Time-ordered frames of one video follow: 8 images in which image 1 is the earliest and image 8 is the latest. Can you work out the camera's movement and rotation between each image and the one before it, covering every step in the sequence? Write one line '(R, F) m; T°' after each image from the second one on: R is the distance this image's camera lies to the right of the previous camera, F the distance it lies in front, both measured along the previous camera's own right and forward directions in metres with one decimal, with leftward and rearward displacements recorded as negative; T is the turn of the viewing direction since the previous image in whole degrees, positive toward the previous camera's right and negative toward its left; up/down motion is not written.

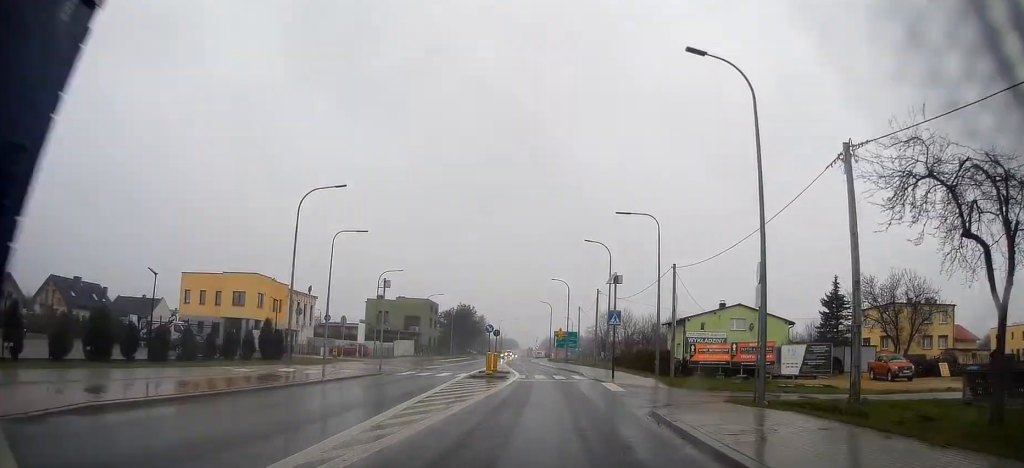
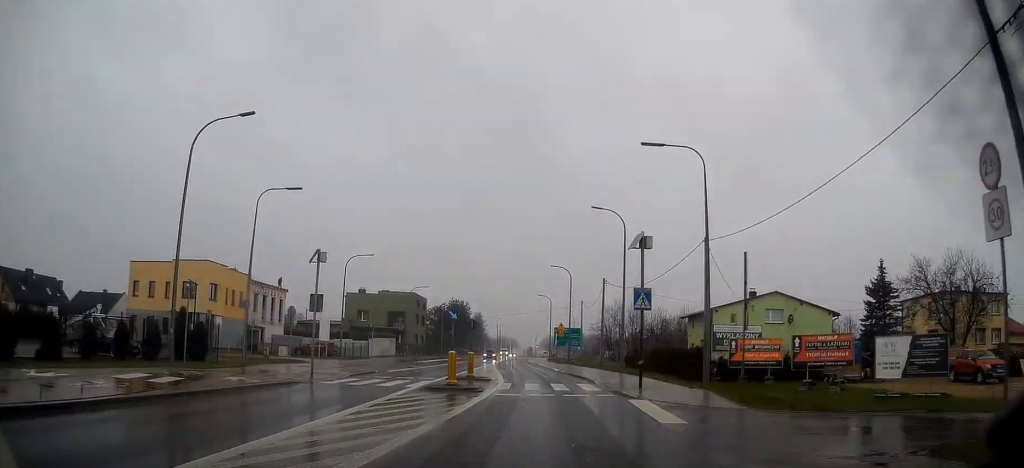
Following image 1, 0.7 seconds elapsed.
(+0.2, +10.3) m; +1°
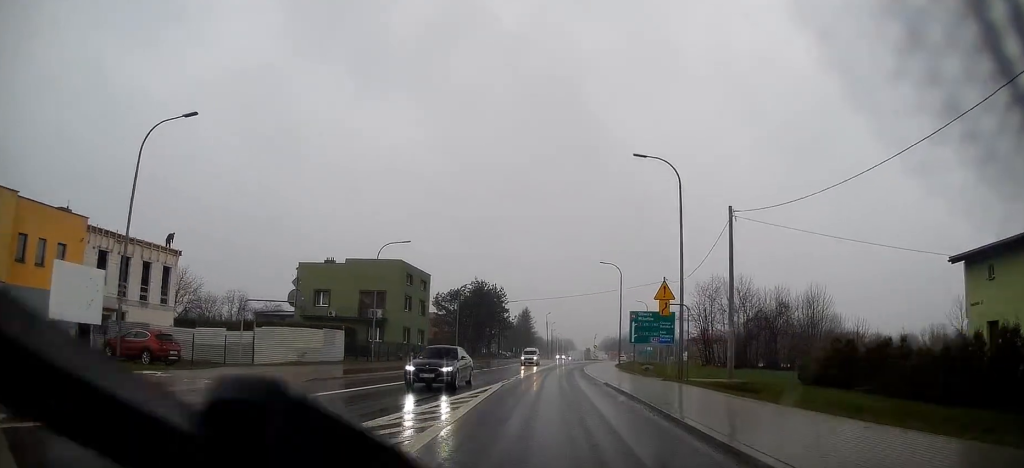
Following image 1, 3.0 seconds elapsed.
(-1.0, +35.3) m; -4°
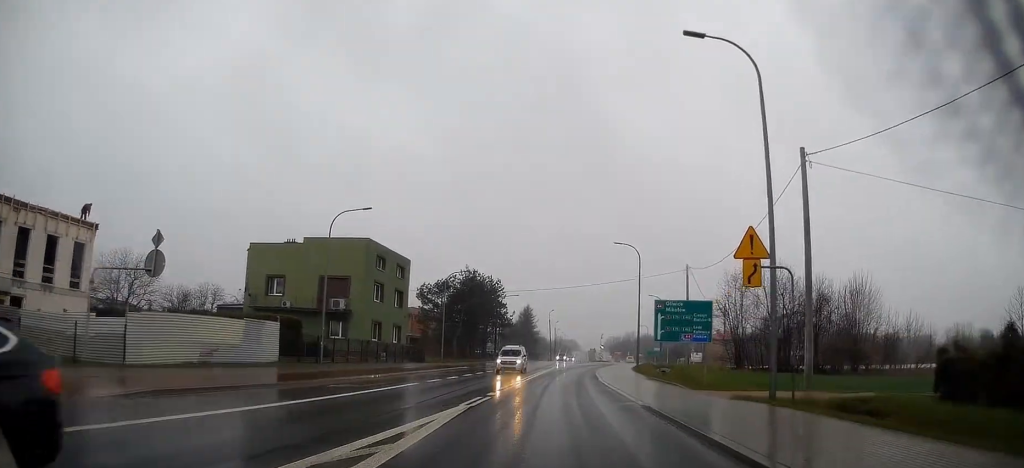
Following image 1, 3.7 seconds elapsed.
(-0.1, +10.9) m; 0°
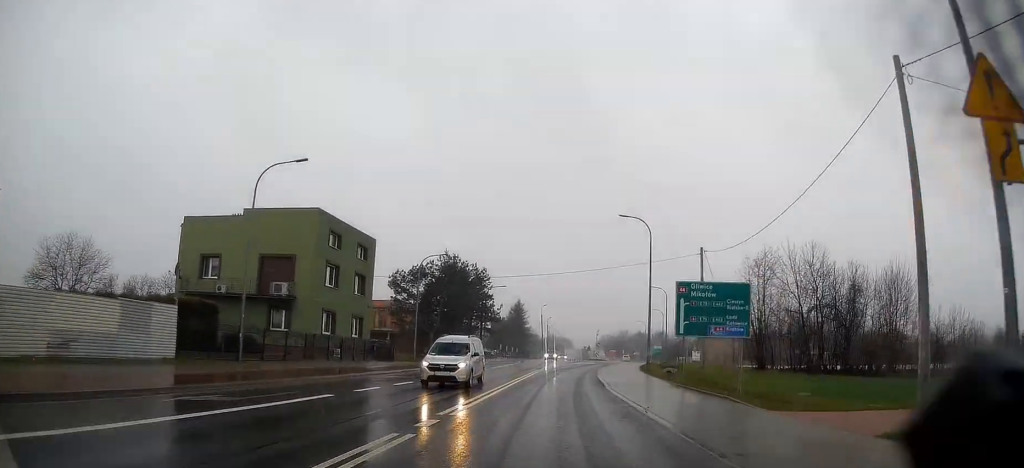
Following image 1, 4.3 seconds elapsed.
(0.0, +8.9) m; 0°
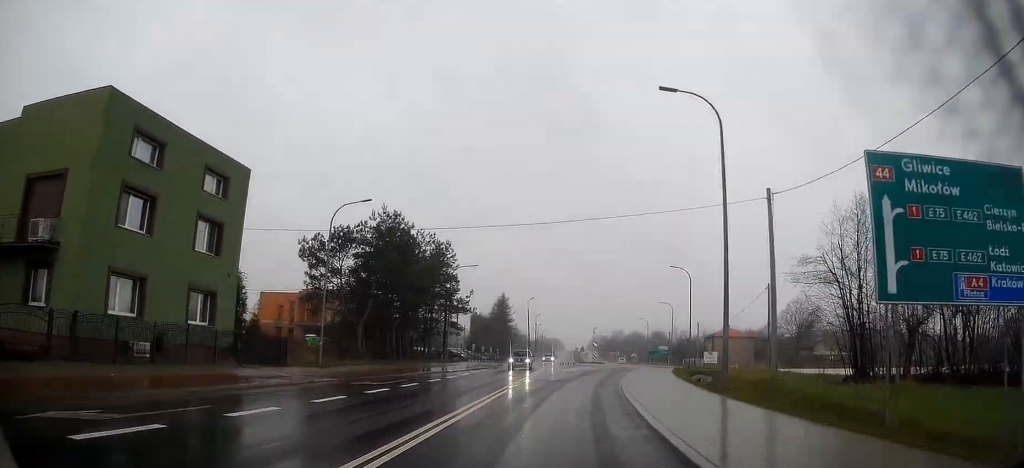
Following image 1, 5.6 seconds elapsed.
(0.0, +19.3) m; +1°
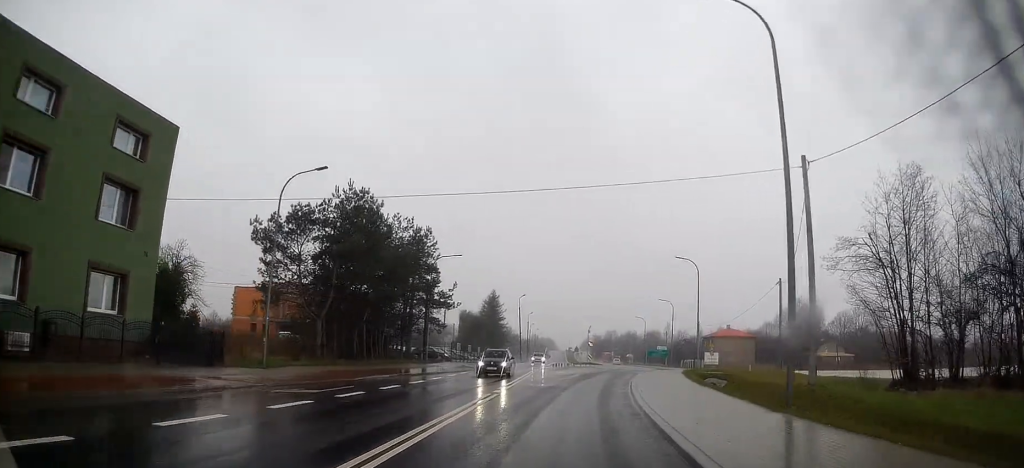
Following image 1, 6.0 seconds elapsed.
(-0.1, +6.0) m; +1°
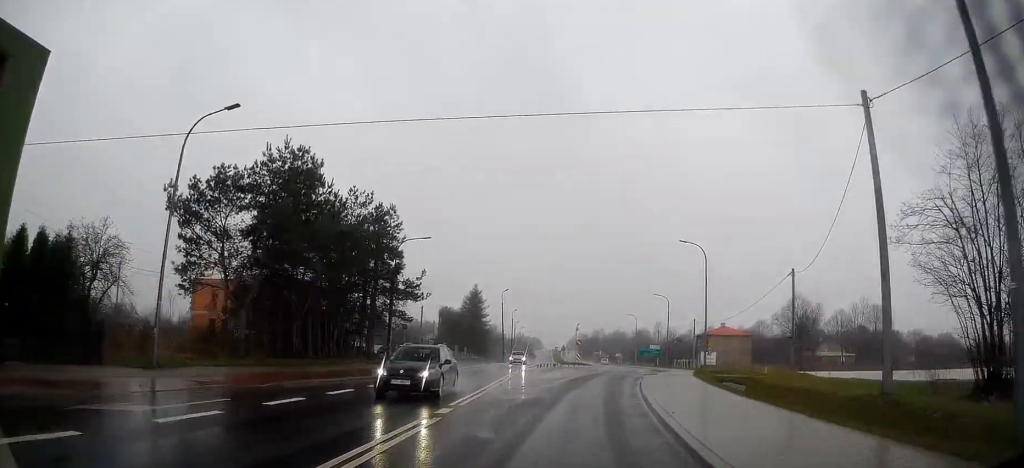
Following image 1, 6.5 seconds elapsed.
(+0.1, +7.5) m; +1°
